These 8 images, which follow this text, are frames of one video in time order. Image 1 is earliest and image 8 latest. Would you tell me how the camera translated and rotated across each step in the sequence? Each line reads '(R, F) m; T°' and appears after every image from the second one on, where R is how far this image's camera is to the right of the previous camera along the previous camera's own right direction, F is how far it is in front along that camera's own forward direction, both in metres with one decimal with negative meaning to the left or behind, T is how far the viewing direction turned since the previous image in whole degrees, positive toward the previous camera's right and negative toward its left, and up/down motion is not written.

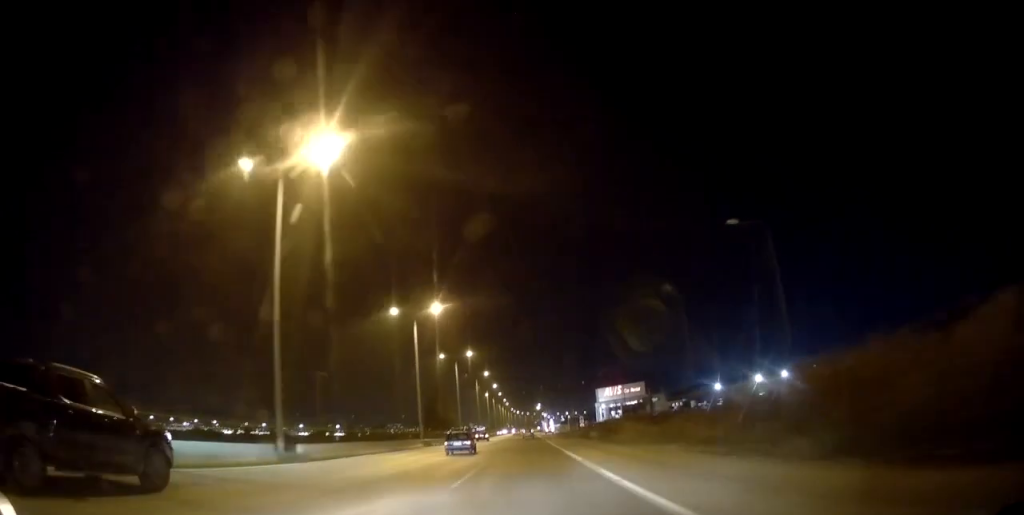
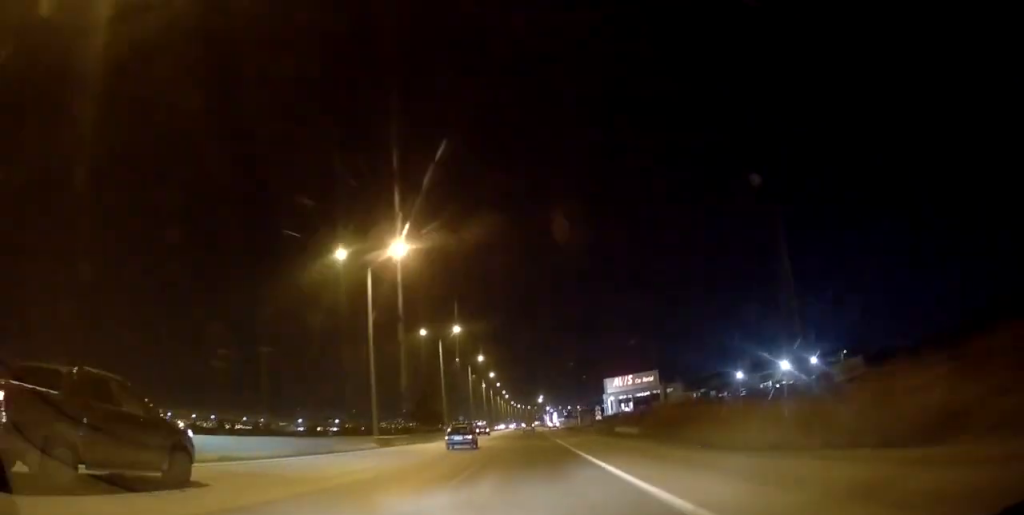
(-0.1, +16.9) m; 0°
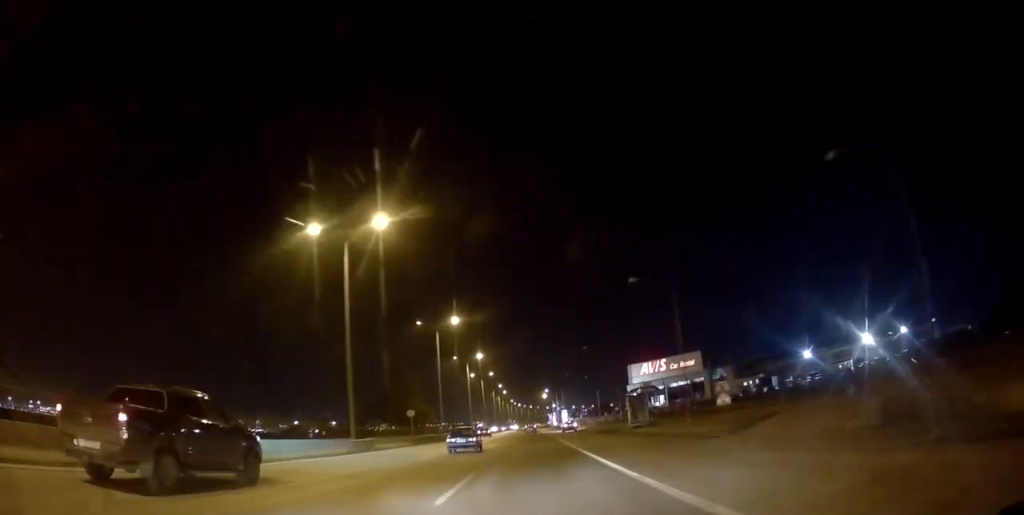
(+0.4, +39.6) m; +1°
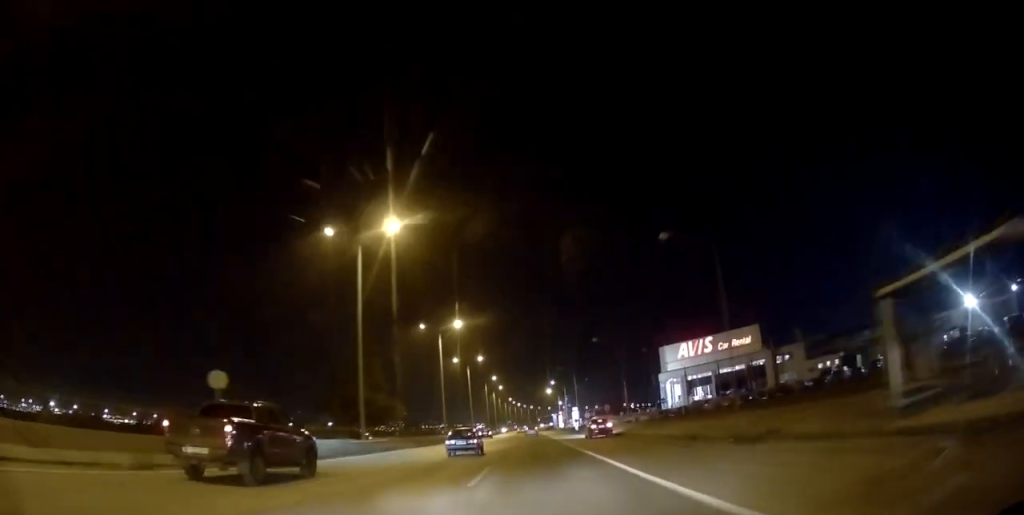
(+0.1, +32.5) m; 0°
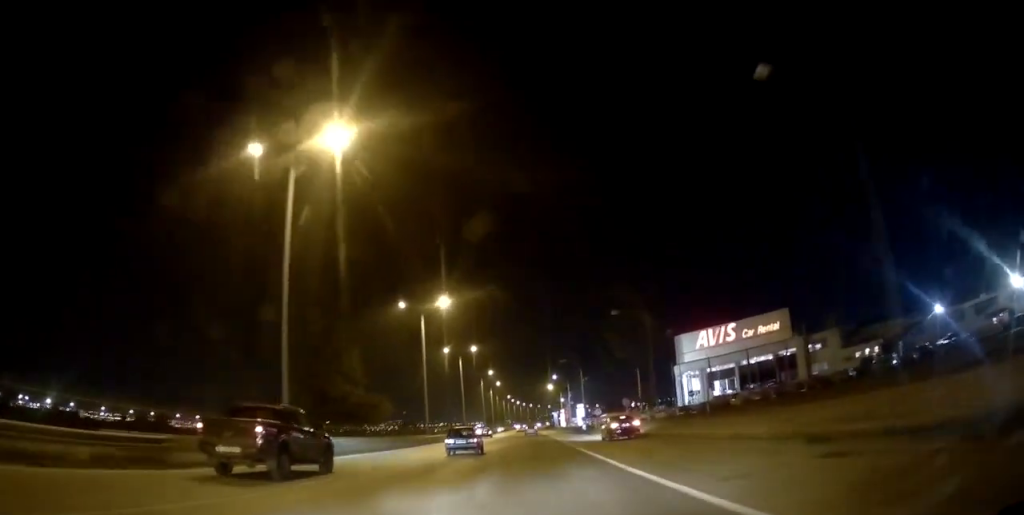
(0.0, +11.4) m; 0°
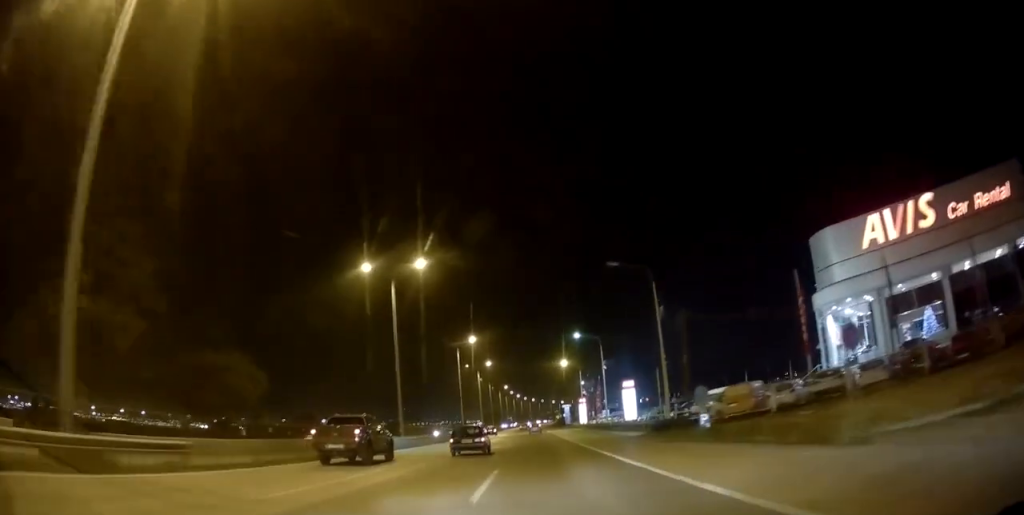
(-0.5, +46.3) m; -1°
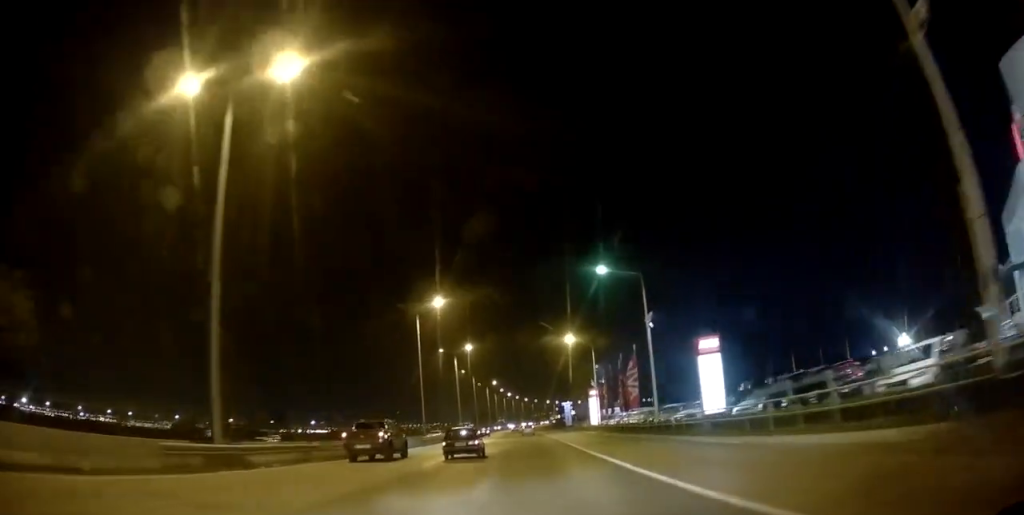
(0.0, +25.8) m; 0°
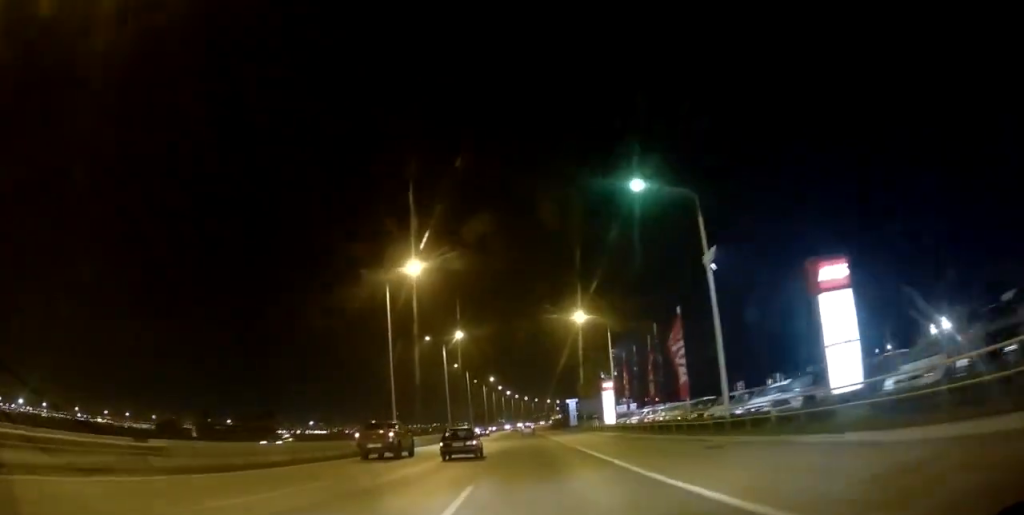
(0.0, +12.4) m; 0°
